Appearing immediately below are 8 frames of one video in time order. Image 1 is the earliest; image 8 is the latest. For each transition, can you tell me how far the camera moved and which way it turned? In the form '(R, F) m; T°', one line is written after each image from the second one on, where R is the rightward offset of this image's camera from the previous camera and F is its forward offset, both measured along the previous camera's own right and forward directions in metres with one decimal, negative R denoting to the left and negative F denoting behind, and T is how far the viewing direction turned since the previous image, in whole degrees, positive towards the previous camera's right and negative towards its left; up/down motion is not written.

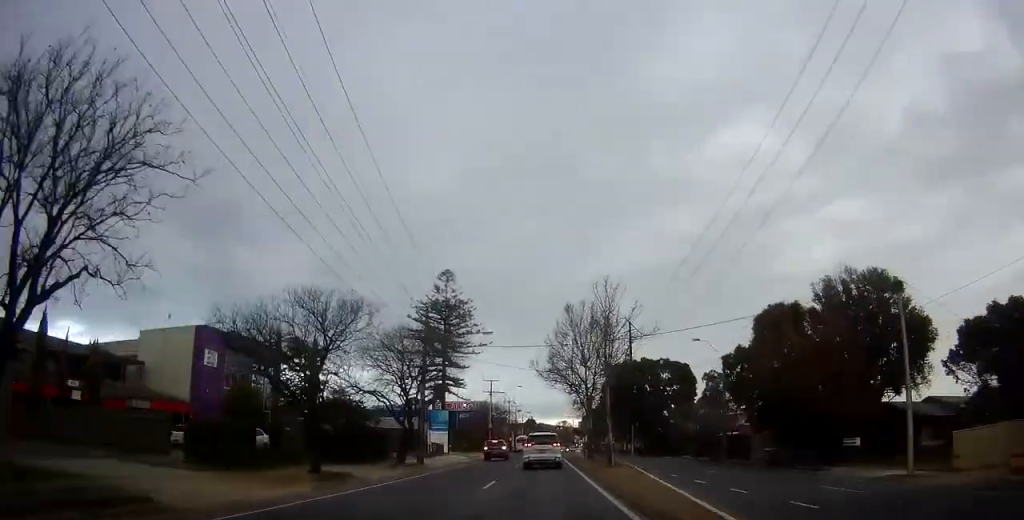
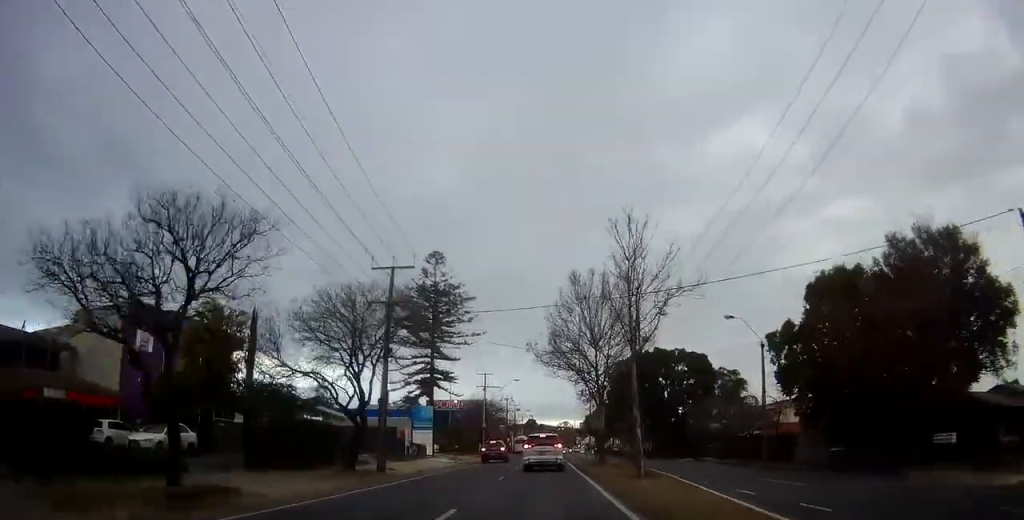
(+0.4, +8.2) m; +1°
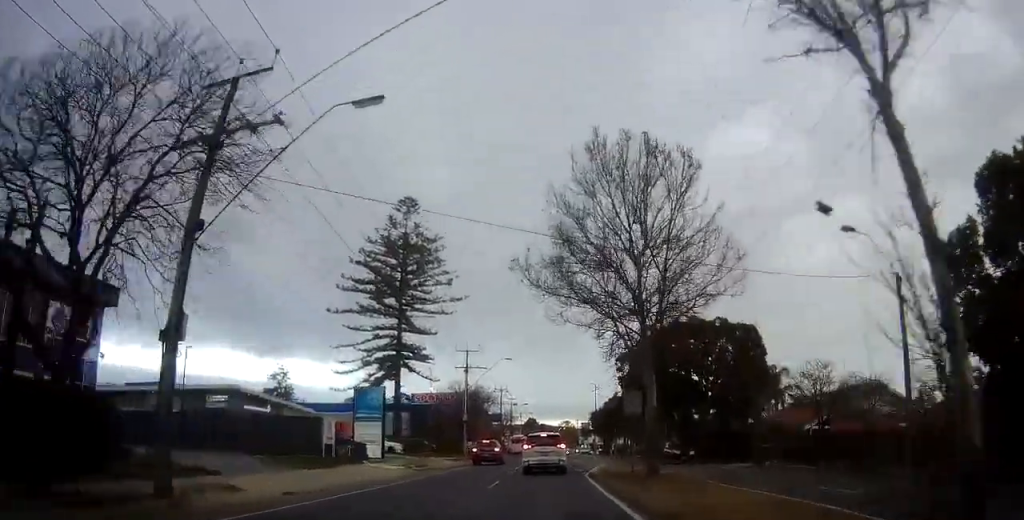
(-0.2, +15.8) m; -2°
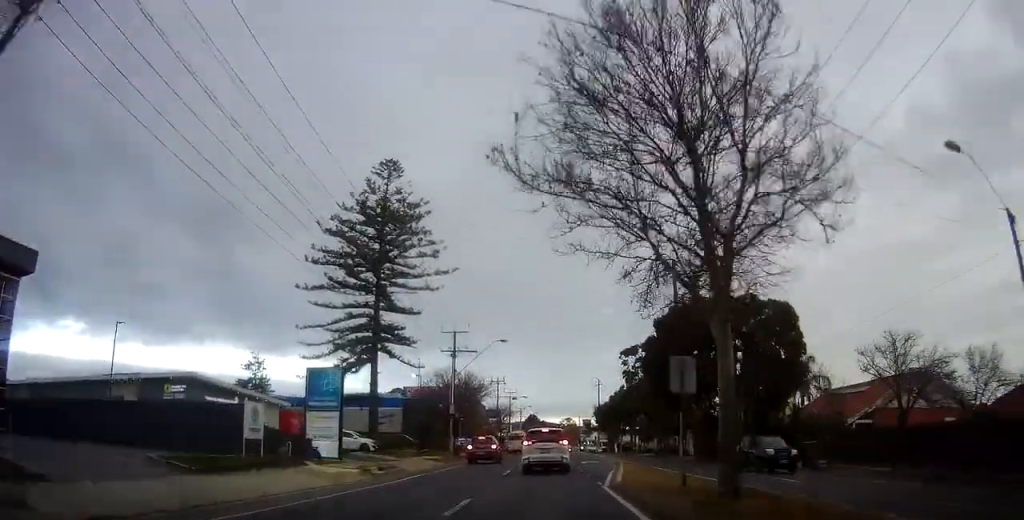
(-0.1, +7.5) m; 0°
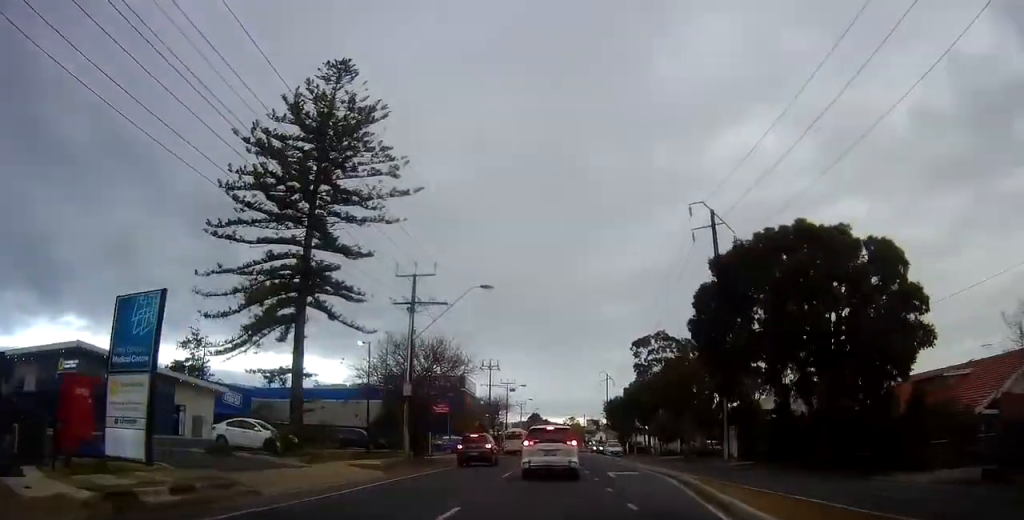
(-0.2, +14.9) m; +1°
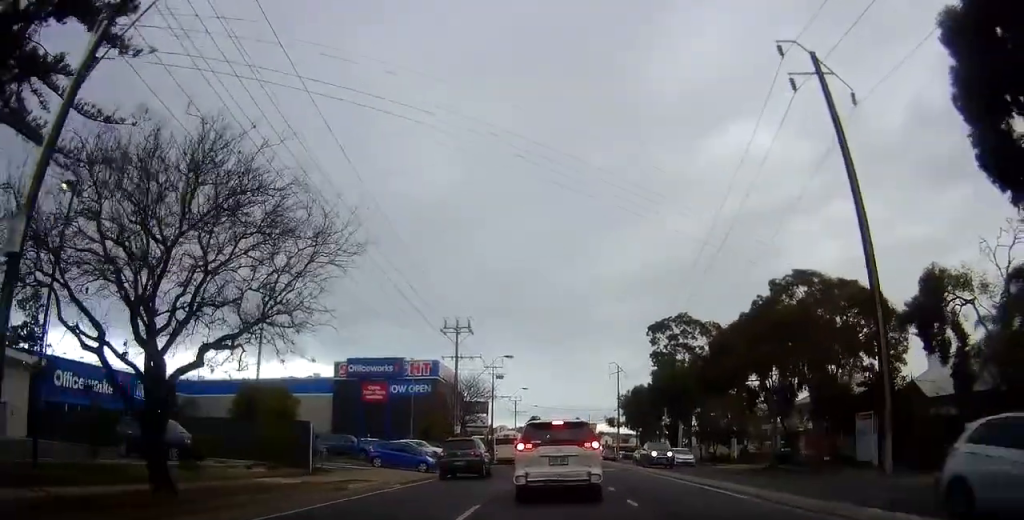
(-0.2, +25.6) m; 0°
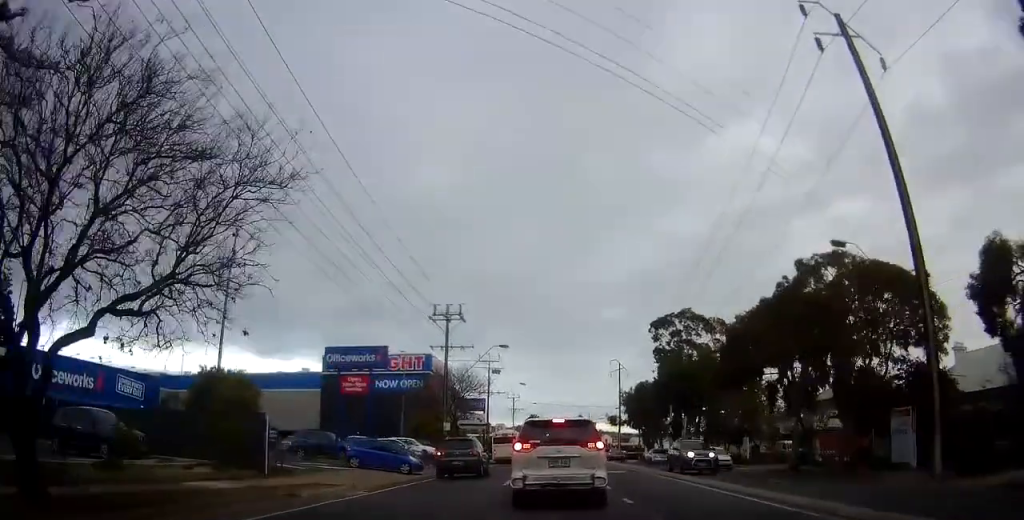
(+0.2, +4.1) m; +2°
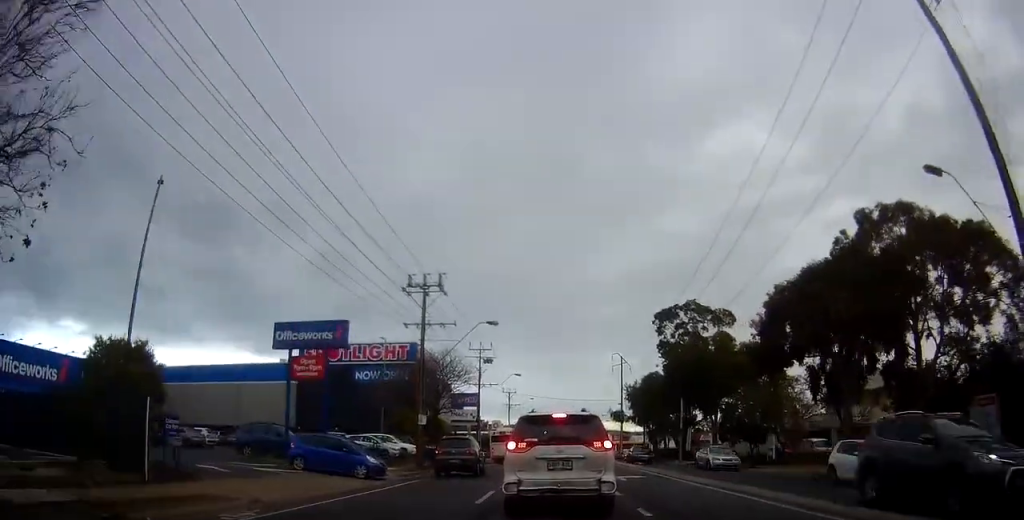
(+0.2, +7.2) m; -1°
